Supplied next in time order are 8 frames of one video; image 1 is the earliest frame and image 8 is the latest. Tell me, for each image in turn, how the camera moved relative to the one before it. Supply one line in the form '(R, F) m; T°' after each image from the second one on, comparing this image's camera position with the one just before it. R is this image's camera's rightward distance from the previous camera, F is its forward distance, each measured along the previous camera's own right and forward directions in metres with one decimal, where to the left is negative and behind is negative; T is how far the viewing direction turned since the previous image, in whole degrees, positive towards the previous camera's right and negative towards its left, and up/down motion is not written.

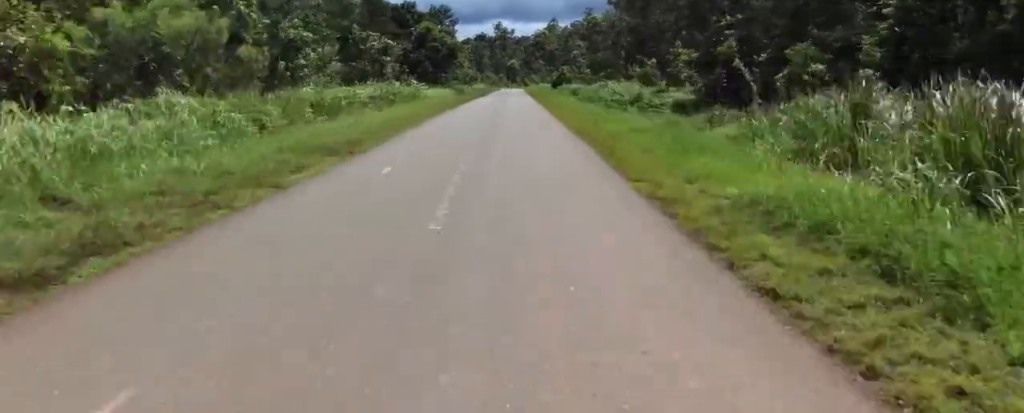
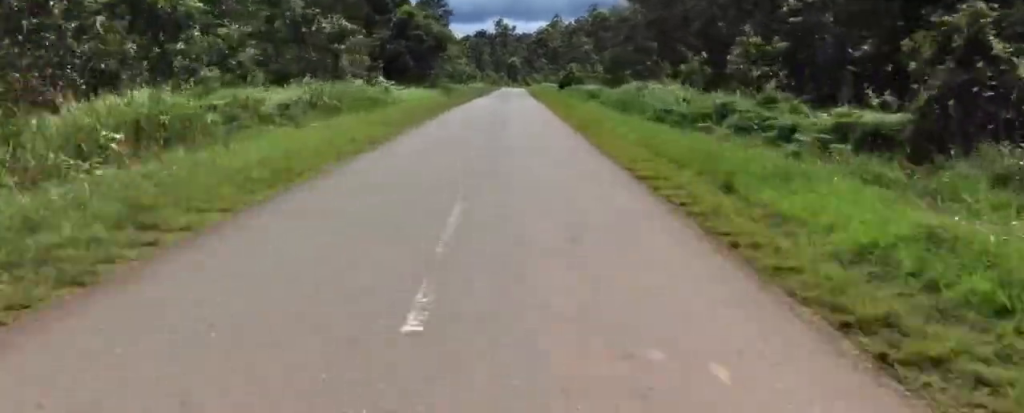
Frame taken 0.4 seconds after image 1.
(-0.4, +10.2) m; -1°
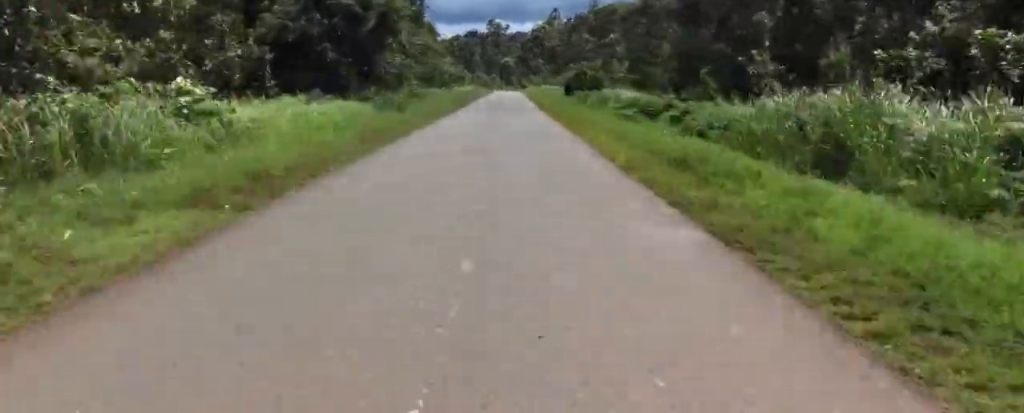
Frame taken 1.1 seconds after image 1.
(-0.4, +17.8) m; -1°
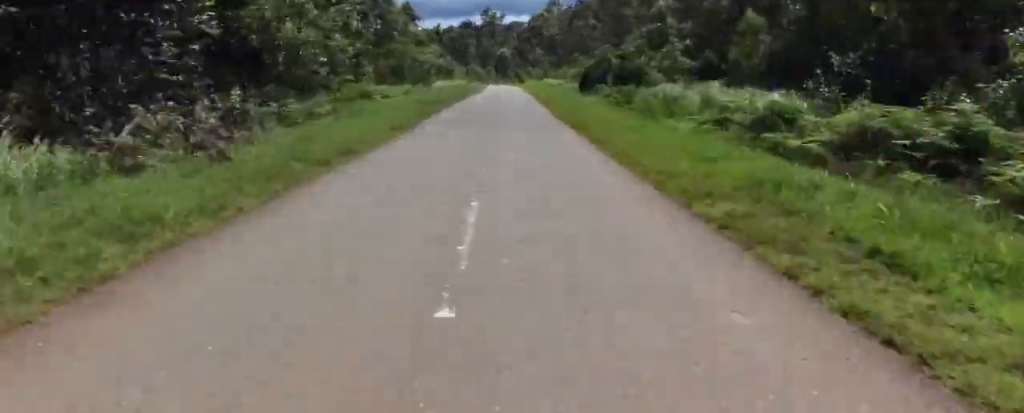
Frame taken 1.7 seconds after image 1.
(0.0, +15.2) m; 0°
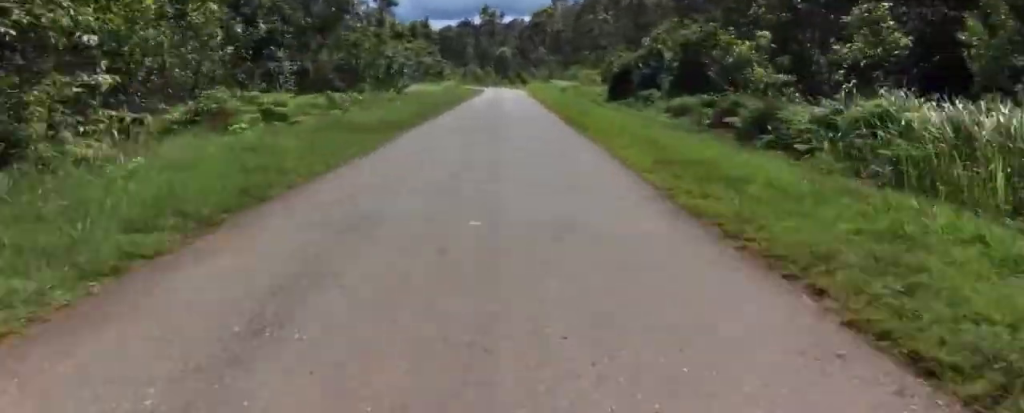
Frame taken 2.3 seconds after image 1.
(0.0, +14.2) m; 0°
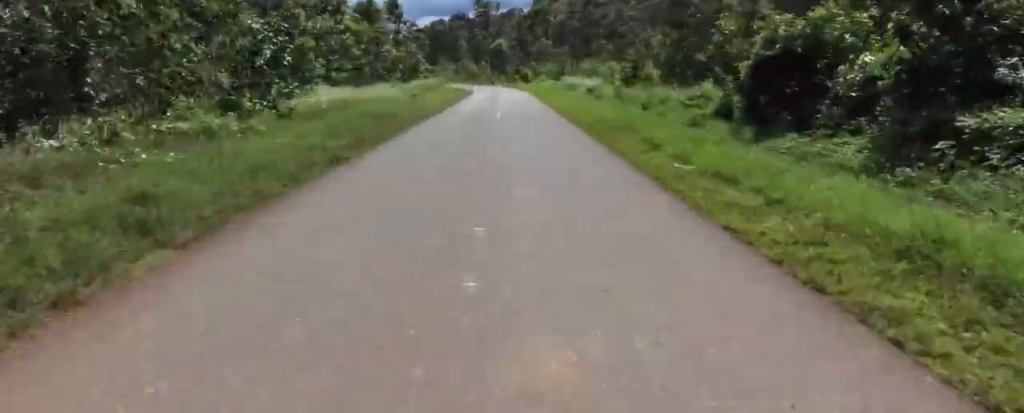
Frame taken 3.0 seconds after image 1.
(0.0, +18.8) m; 0°
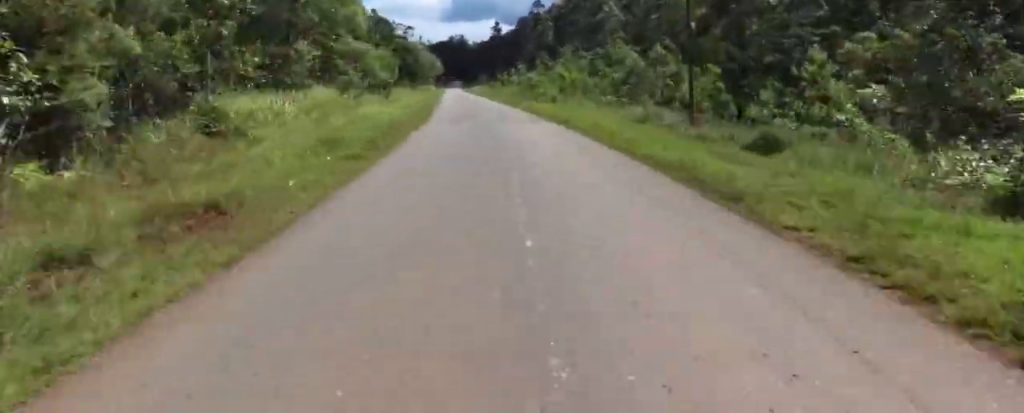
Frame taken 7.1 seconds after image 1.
(+0.4, +92.8) m; -8°
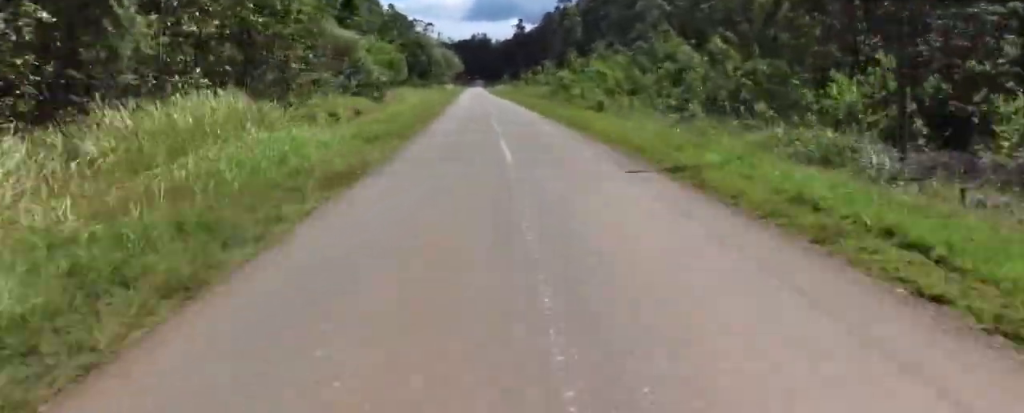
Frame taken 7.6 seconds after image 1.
(-0.3, +10.1) m; -5°
